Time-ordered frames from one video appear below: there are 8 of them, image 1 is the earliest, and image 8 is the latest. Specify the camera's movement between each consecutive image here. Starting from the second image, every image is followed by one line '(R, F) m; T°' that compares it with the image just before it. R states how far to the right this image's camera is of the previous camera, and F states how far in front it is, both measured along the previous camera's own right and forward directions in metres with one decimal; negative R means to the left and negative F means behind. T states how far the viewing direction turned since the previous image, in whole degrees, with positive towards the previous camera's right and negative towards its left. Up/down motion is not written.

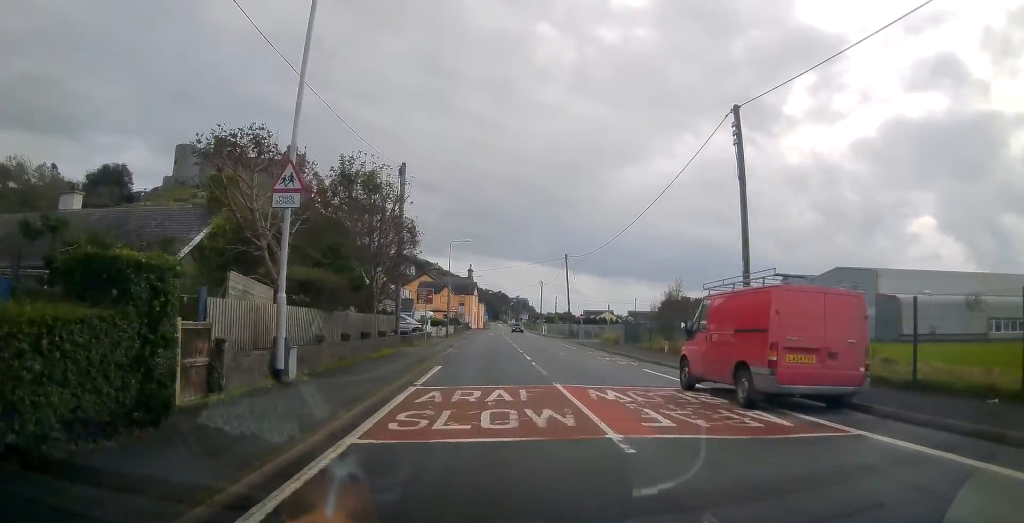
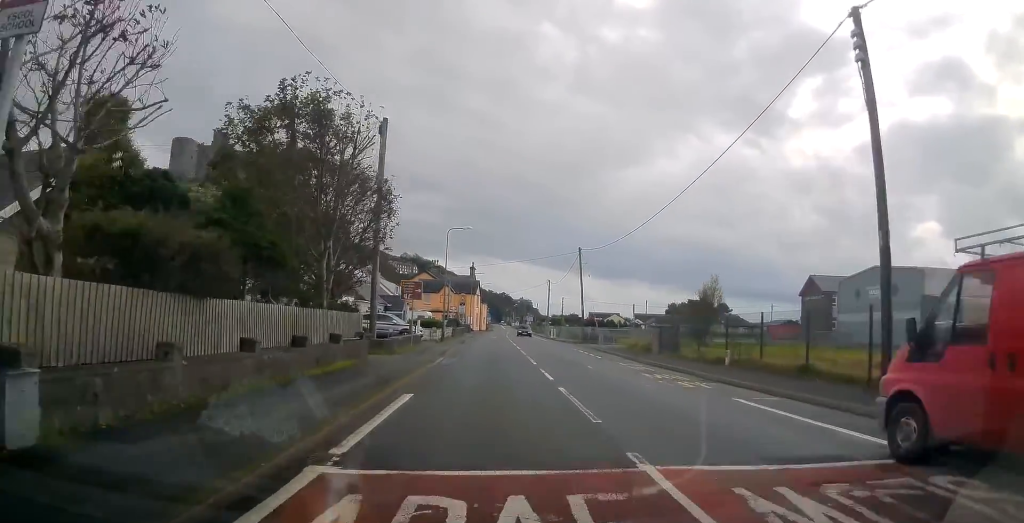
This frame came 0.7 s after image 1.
(+0.1, +7.3) m; 0°
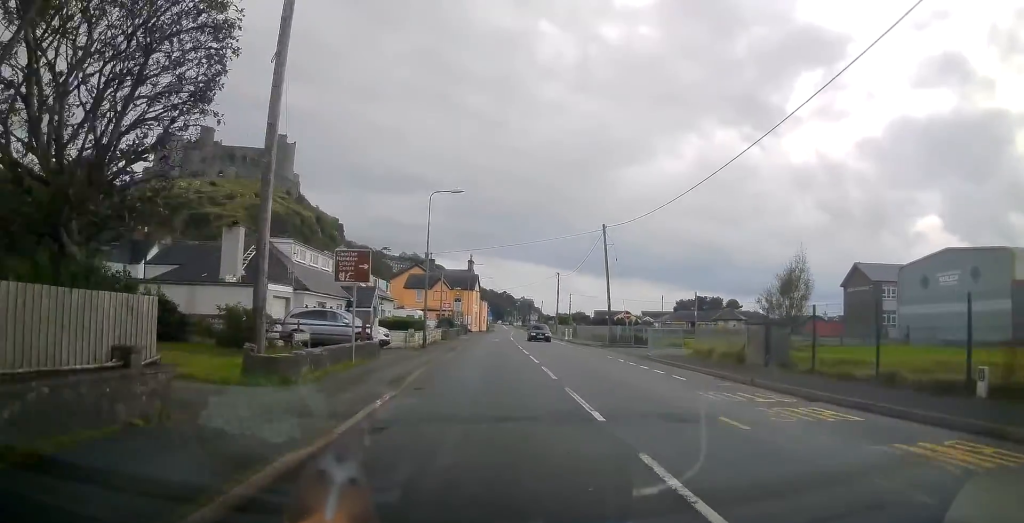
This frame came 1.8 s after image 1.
(-0.1, +12.2) m; 0°
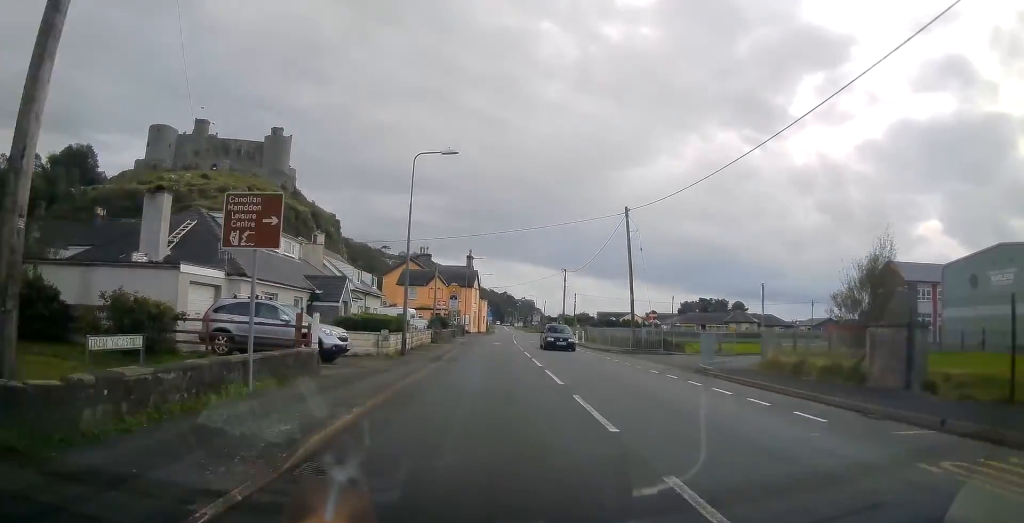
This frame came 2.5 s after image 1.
(+0.1, +7.2) m; 0°
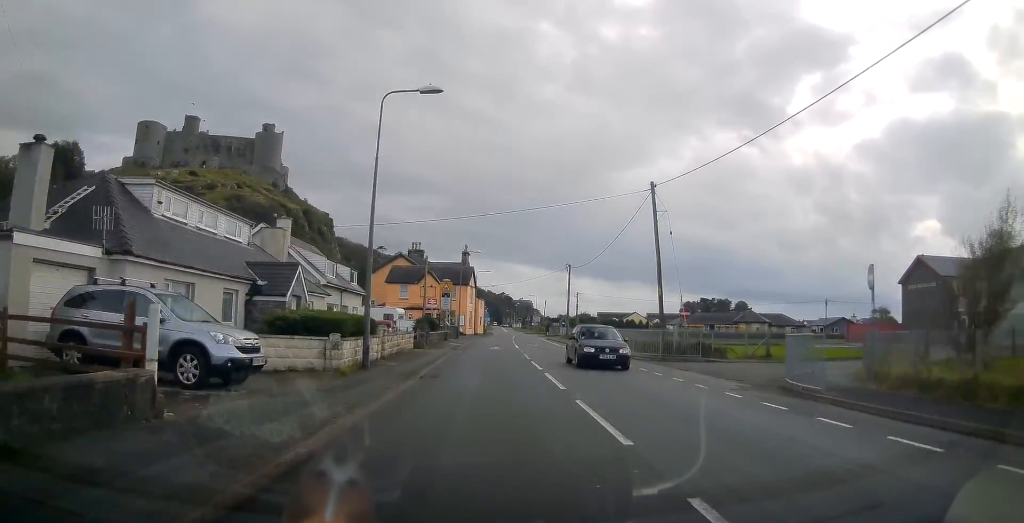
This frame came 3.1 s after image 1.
(0.0, +6.8) m; 0°
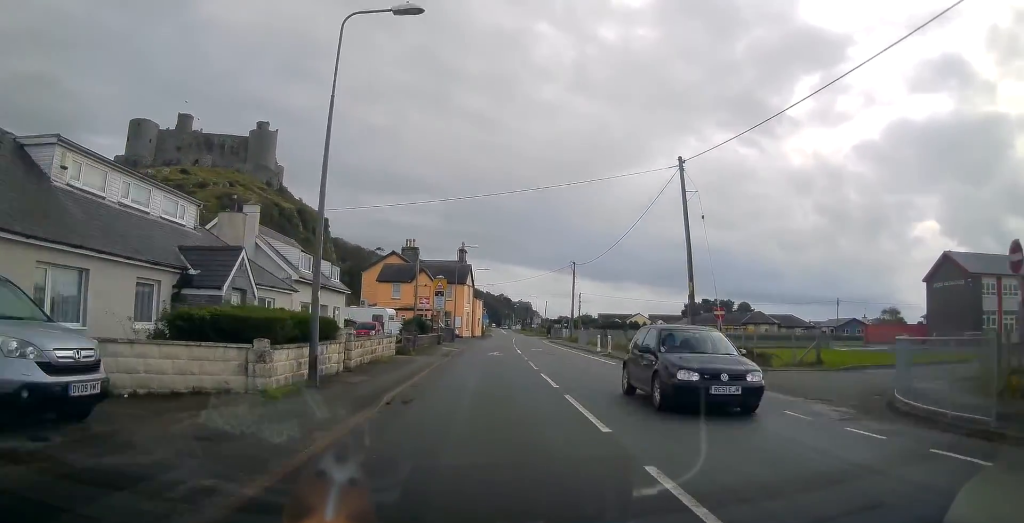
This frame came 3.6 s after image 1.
(-0.1, +5.0) m; 0°
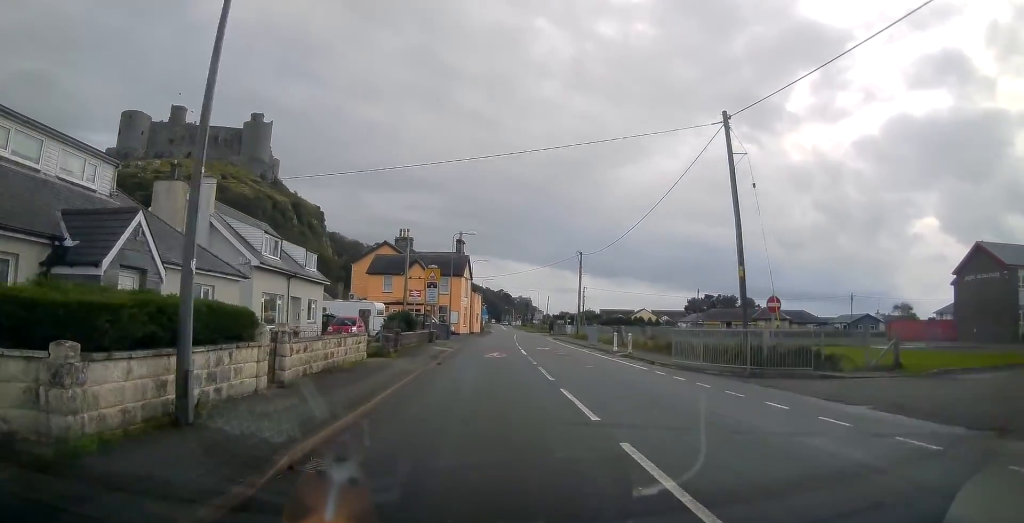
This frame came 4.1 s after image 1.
(0.0, +5.3) m; 0°
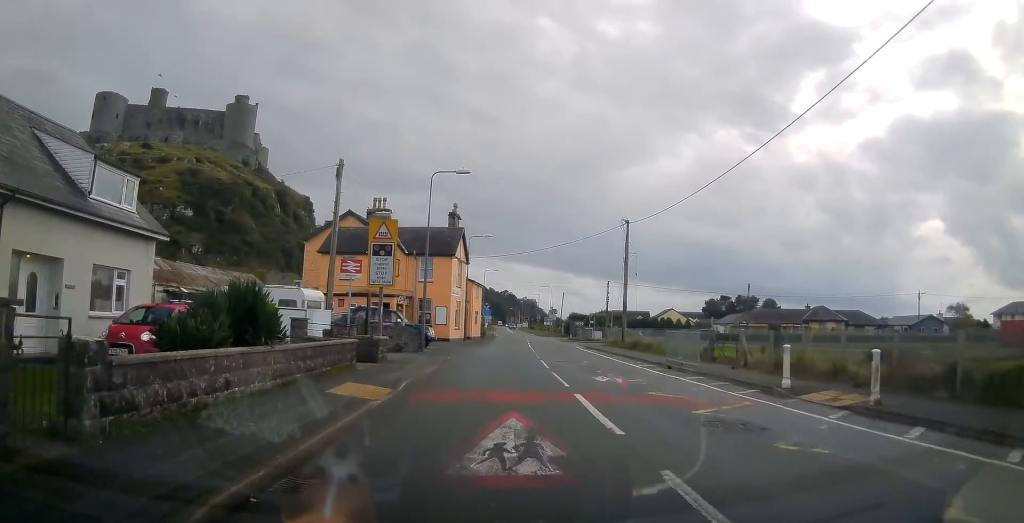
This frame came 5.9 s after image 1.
(+0.2, +19.1) m; 0°
